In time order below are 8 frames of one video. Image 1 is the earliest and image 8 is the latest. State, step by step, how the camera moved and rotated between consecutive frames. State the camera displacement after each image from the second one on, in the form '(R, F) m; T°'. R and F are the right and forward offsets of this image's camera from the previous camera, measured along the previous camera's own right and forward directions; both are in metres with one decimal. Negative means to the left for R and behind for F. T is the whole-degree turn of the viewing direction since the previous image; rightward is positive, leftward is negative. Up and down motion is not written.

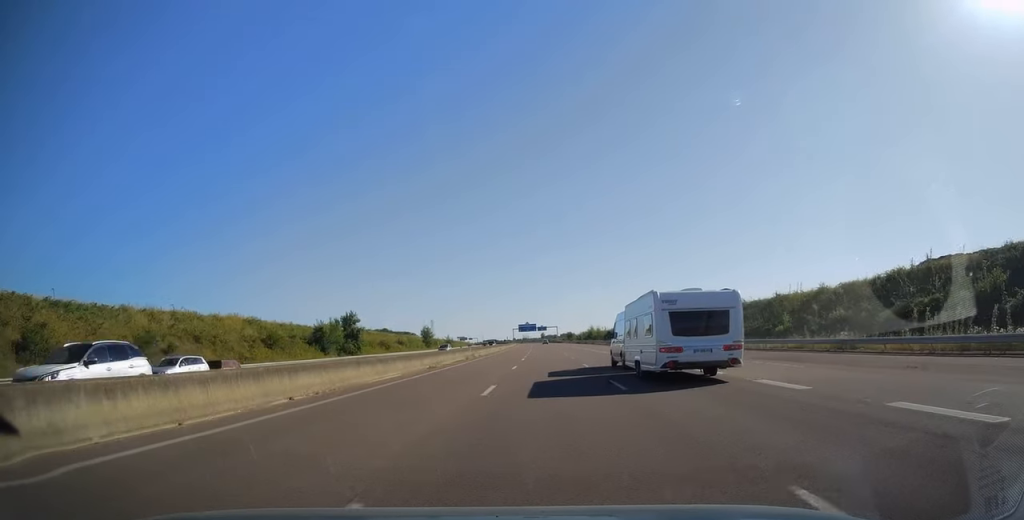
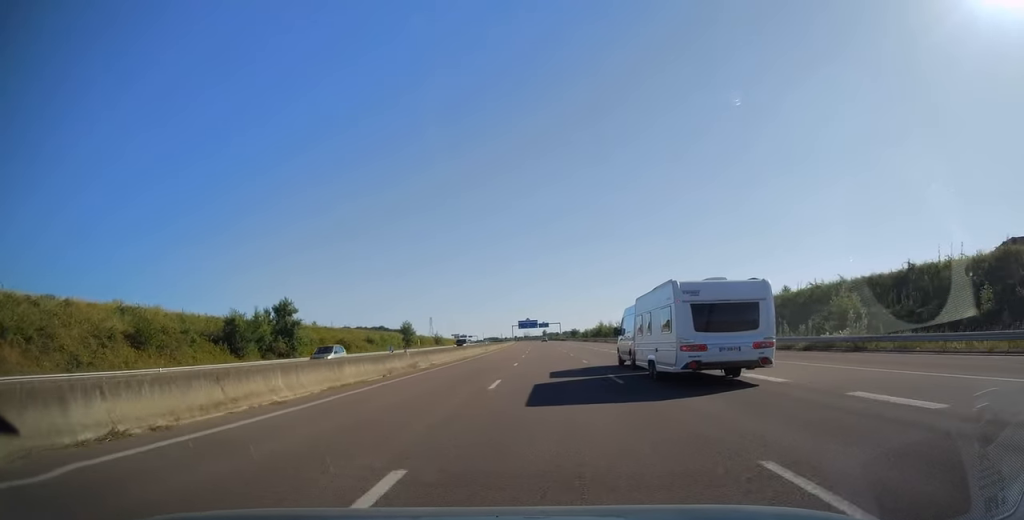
(0.0, +25.2) m; 0°
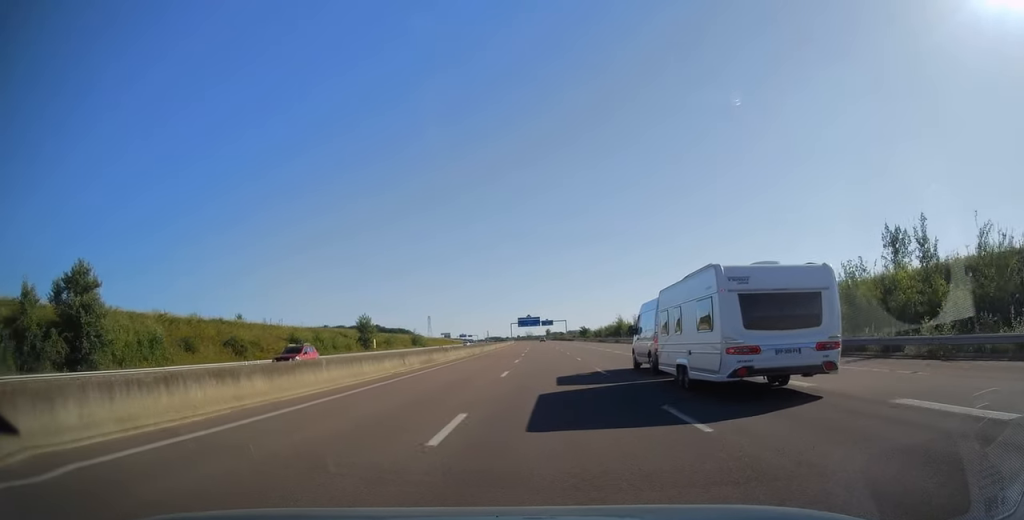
(+0.1, +34.9) m; 0°
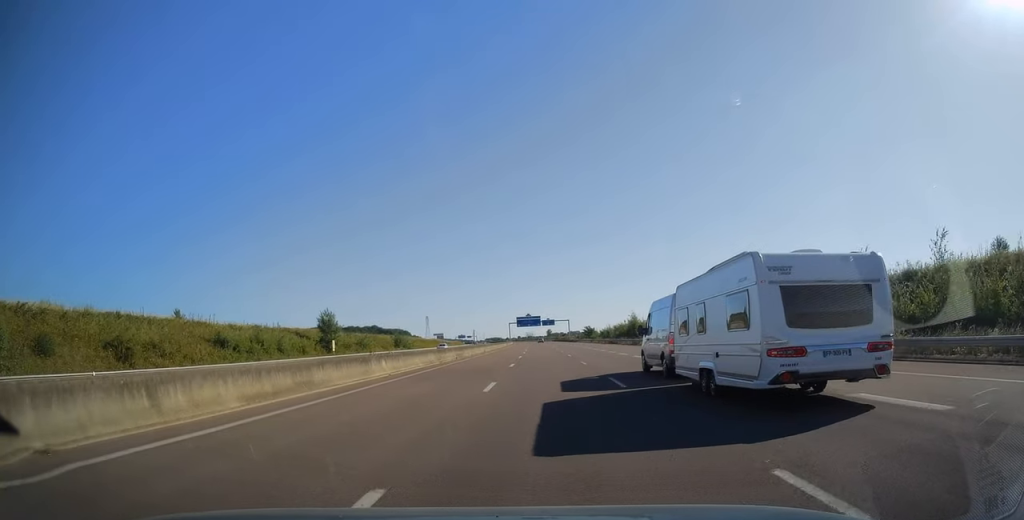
(-0.2, +18.5) m; 0°
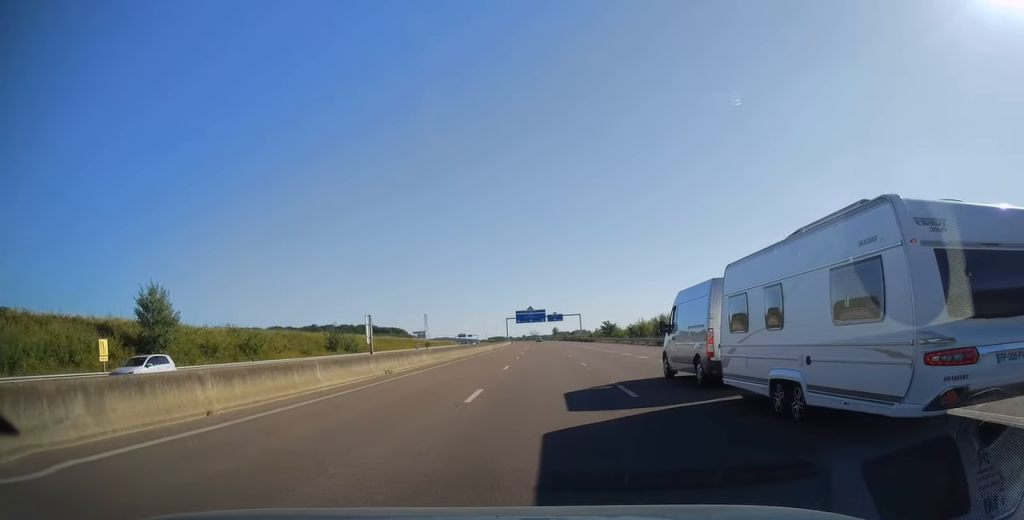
(-0.1, +42.1) m; 0°
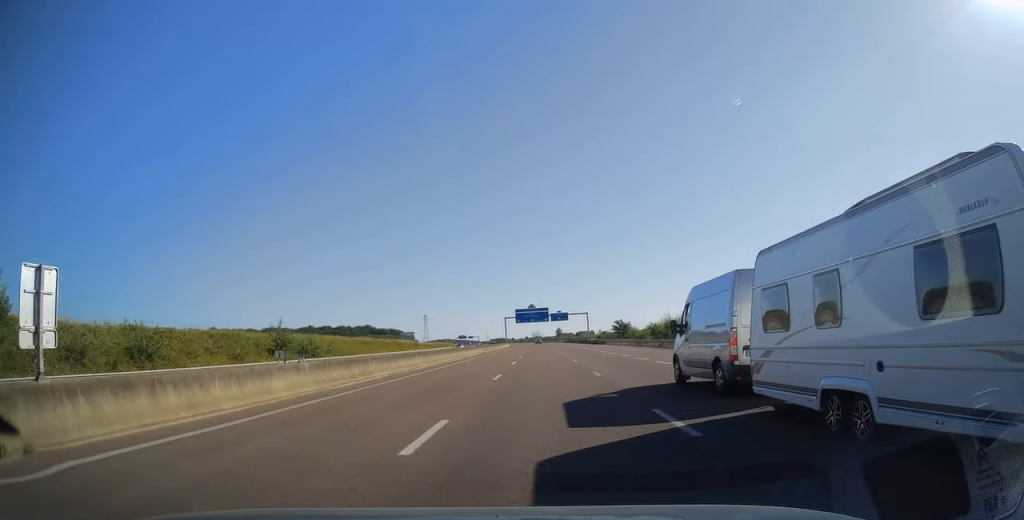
(0.0, +19.0) m; 0°
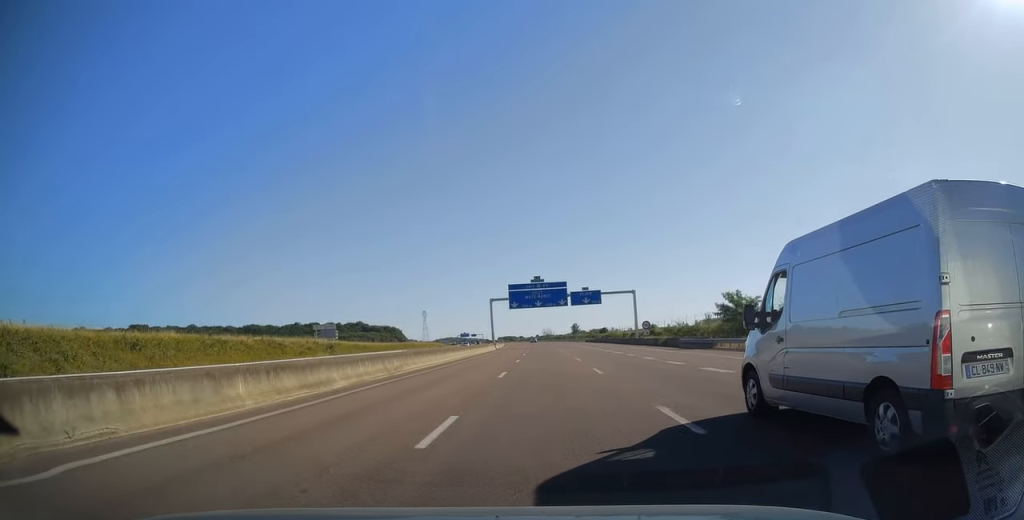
(-0.5, +68.2) m; -1°
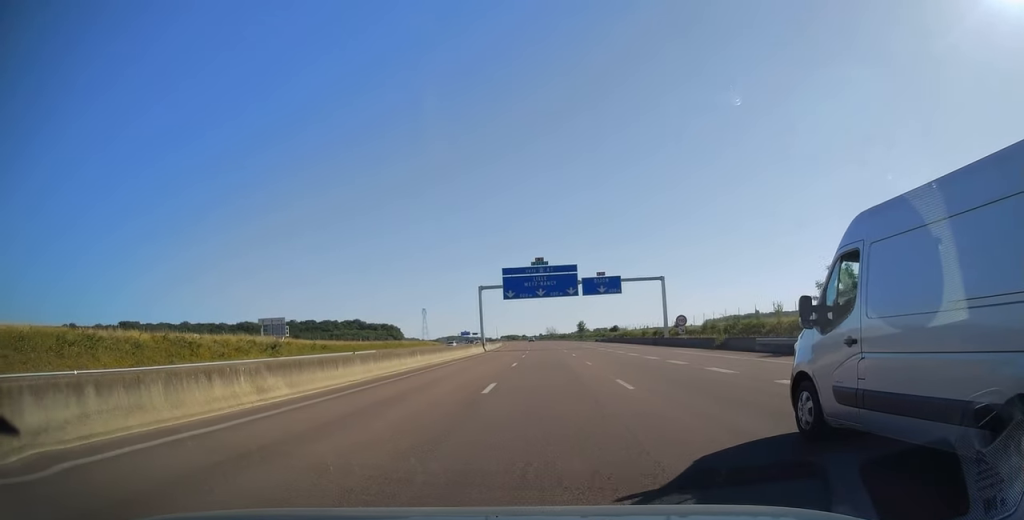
(-0.2, +20.0) m; 0°
